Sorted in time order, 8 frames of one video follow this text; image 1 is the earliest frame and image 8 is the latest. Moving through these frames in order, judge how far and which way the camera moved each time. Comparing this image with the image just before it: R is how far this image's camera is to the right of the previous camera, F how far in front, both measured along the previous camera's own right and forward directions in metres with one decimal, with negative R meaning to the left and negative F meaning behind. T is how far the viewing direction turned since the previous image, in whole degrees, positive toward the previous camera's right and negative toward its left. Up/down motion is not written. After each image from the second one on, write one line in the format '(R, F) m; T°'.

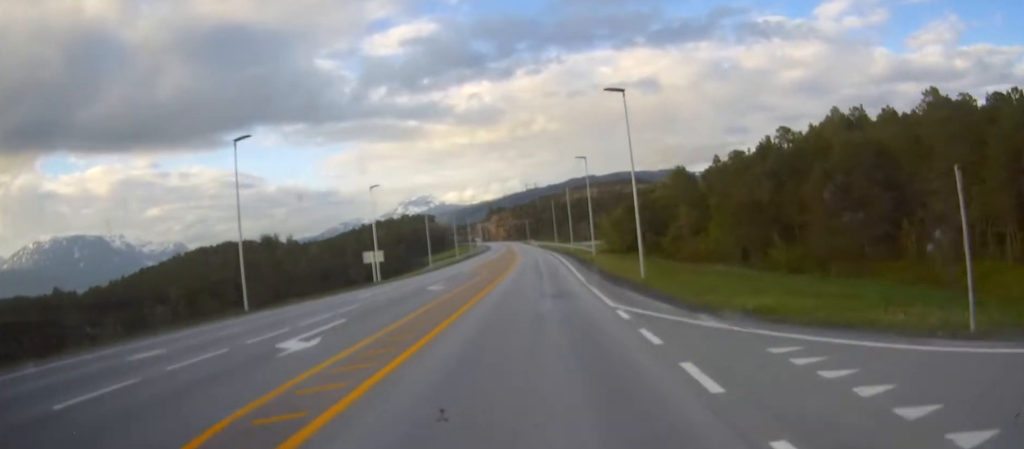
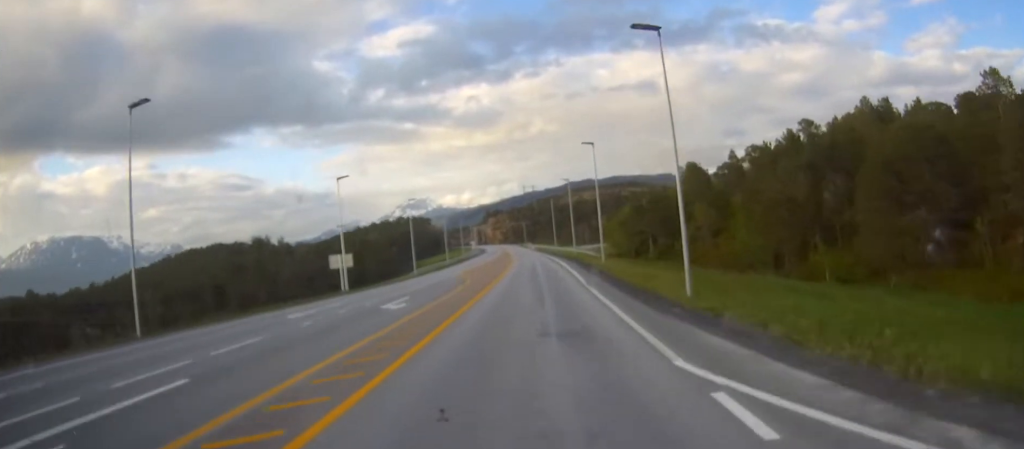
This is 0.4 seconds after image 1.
(+0.1, +9.7) m; +1°
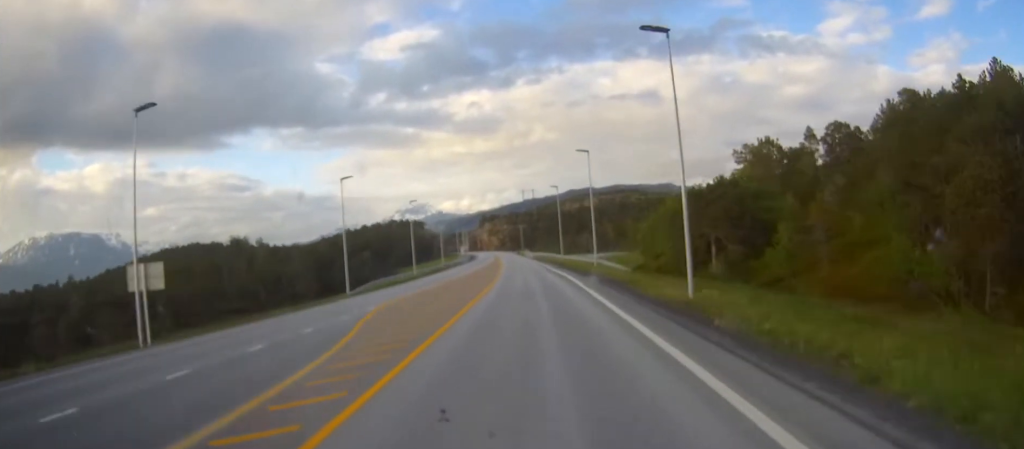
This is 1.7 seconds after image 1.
(0.0, +27.8) m; 0°
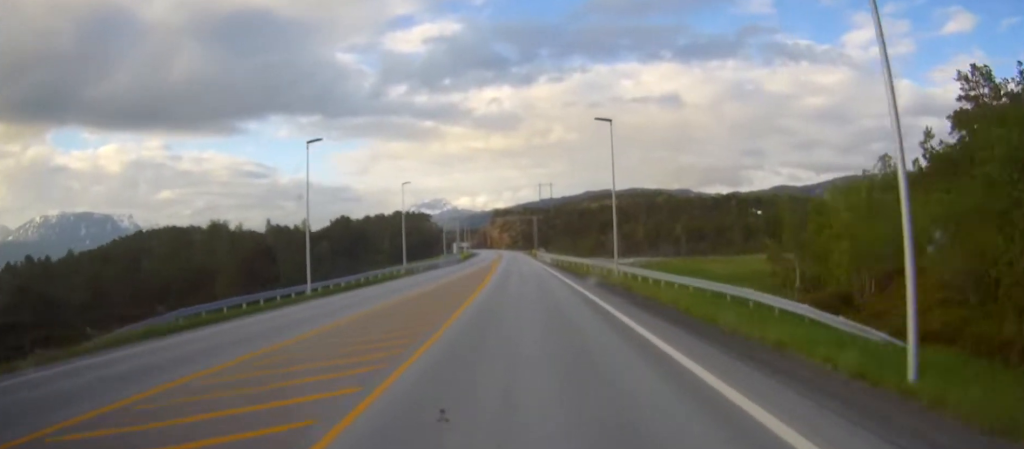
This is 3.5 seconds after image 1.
(-0.3, +40.9) m; -1°
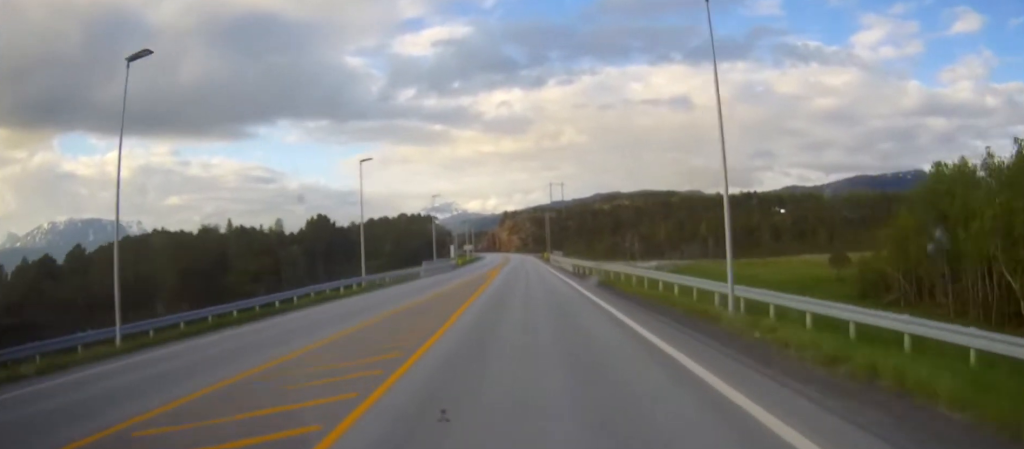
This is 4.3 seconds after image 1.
(-0.1, +19.7) m; -1°
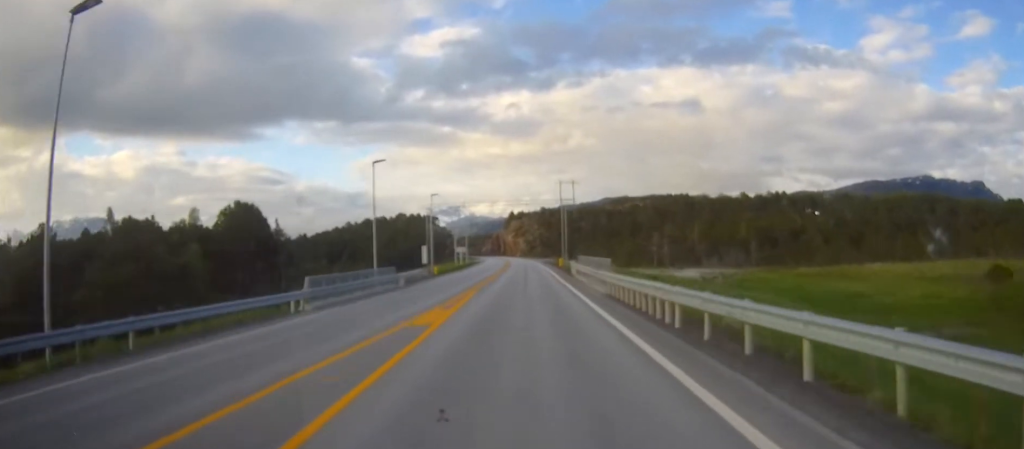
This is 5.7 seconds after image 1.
(-0.2, +31.9) m; -1°
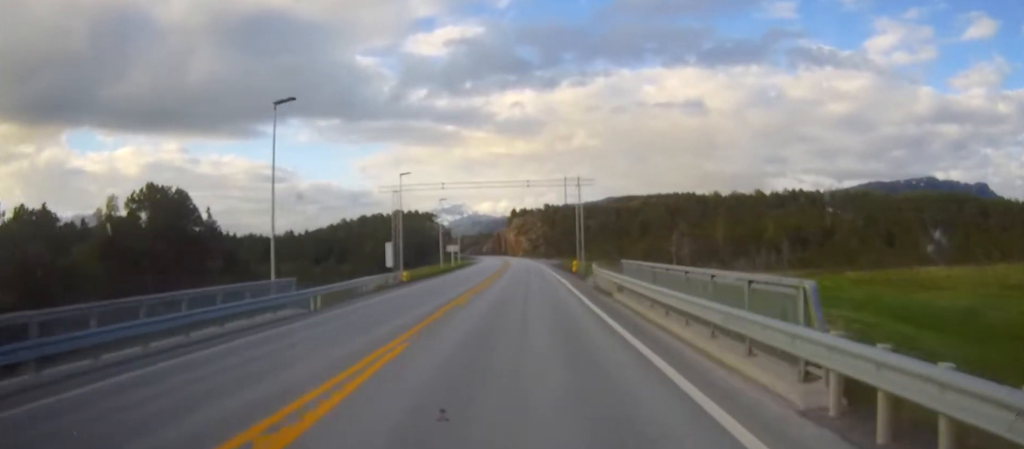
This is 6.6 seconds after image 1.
(-0.1, +19.0) m; 0°
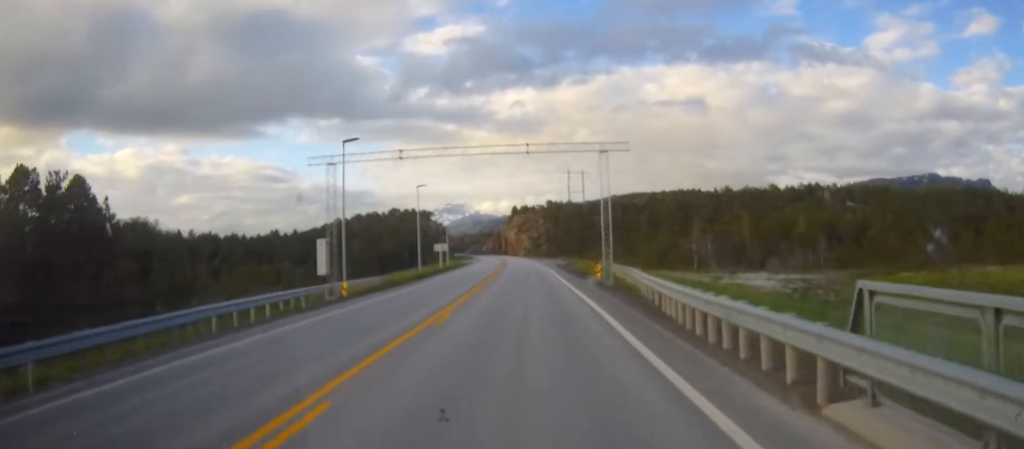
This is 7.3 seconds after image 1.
(-0.1, +17.5) m; 0°
